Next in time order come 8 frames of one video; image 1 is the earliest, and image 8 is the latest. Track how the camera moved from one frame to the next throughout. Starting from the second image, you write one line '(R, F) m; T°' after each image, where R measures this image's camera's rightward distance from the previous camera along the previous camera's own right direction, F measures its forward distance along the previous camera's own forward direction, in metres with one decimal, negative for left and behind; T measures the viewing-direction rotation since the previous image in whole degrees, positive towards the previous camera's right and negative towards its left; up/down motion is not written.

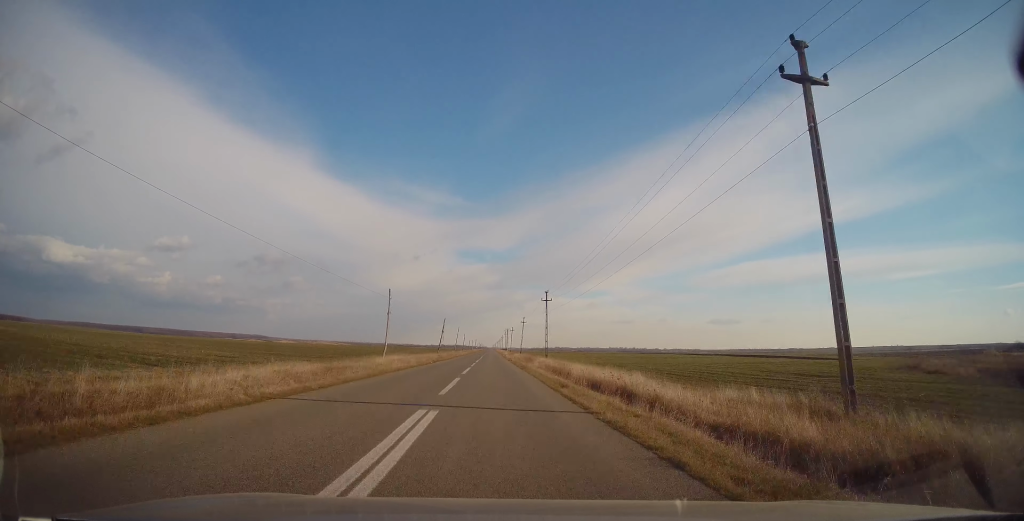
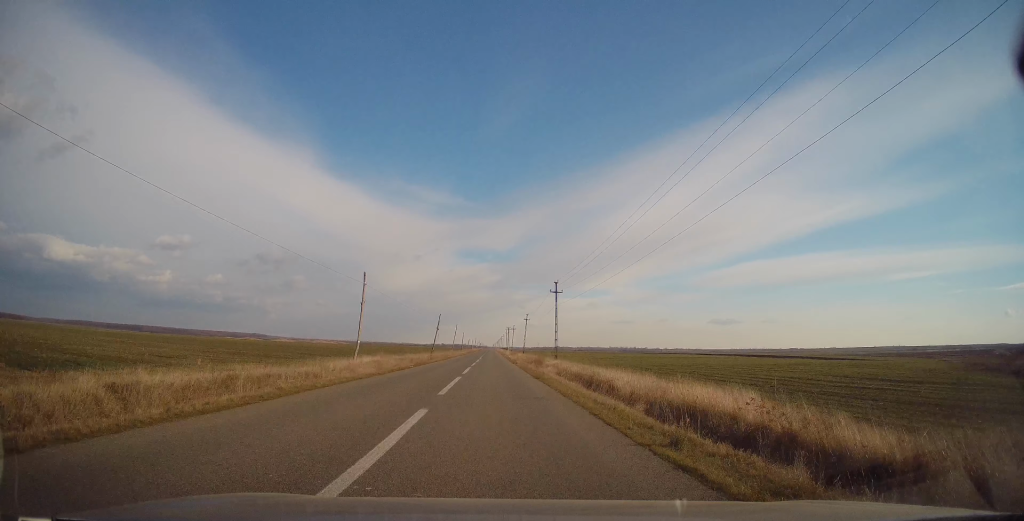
(0.0, +11.5) m; 0°
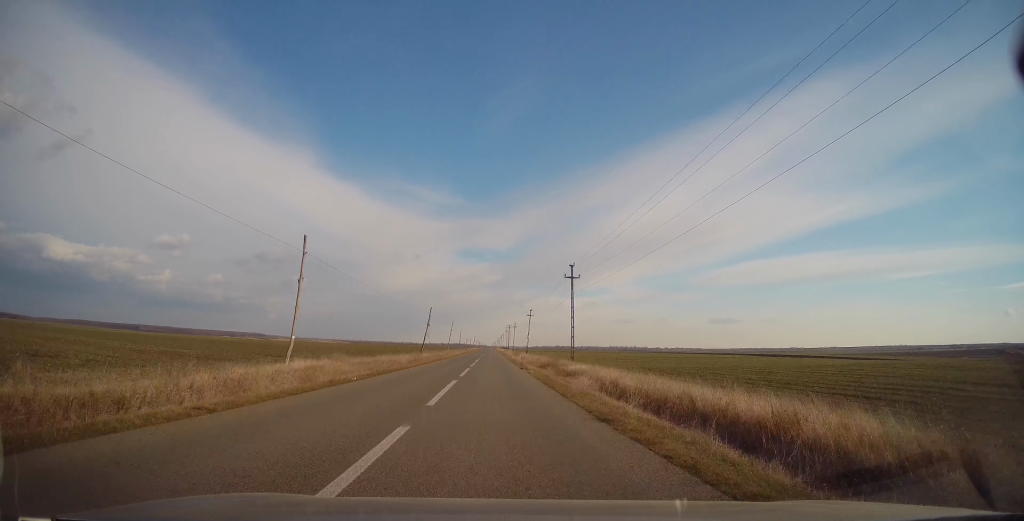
(0.0, +13.4) m; 0°
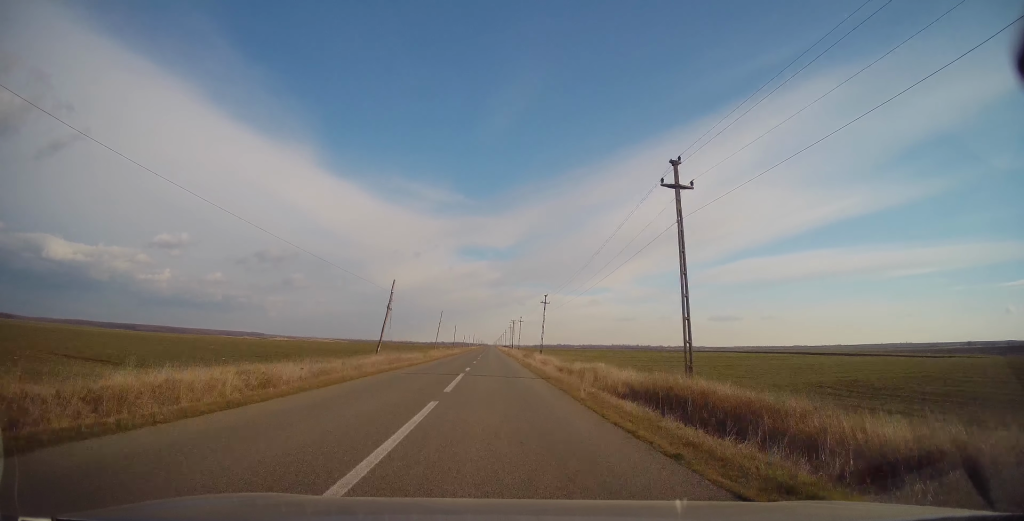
(0.0, +31.6) m; 0°
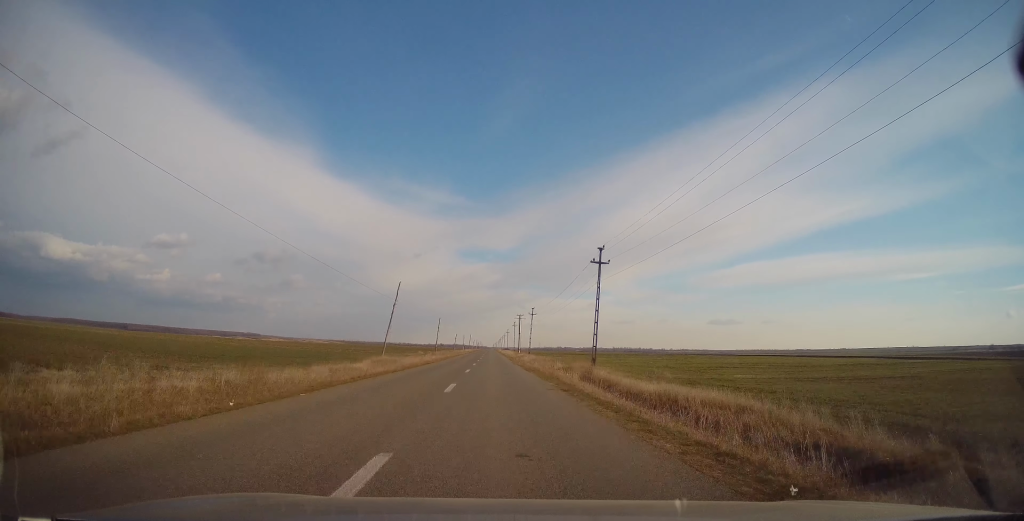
(-0.3, +45.5) m; 0°
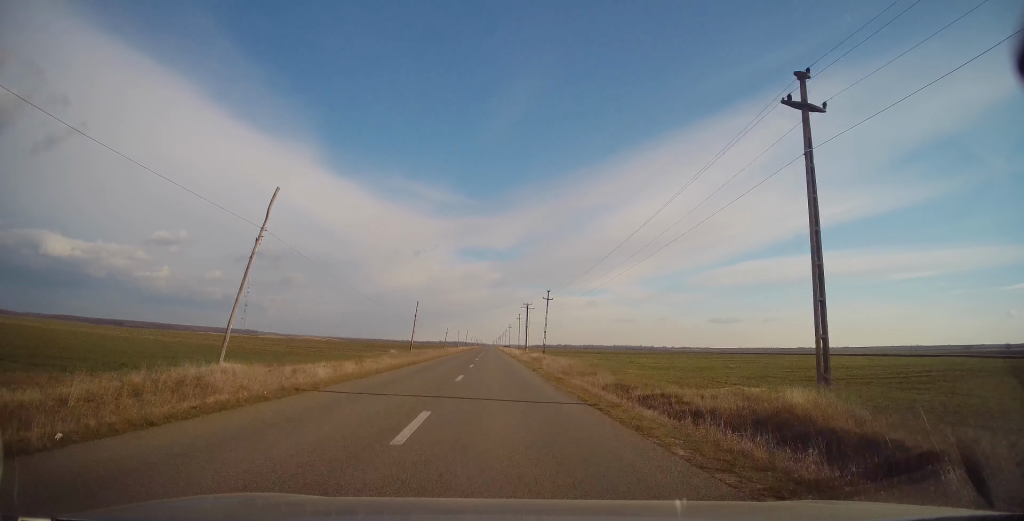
(+0.1, +30.1) m; 0°
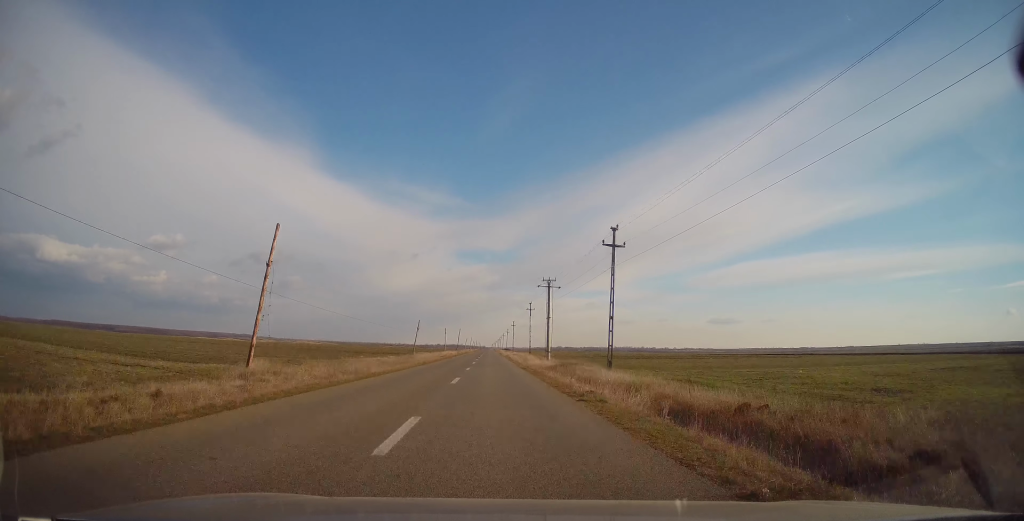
(0.0, +46.1) m; +1°
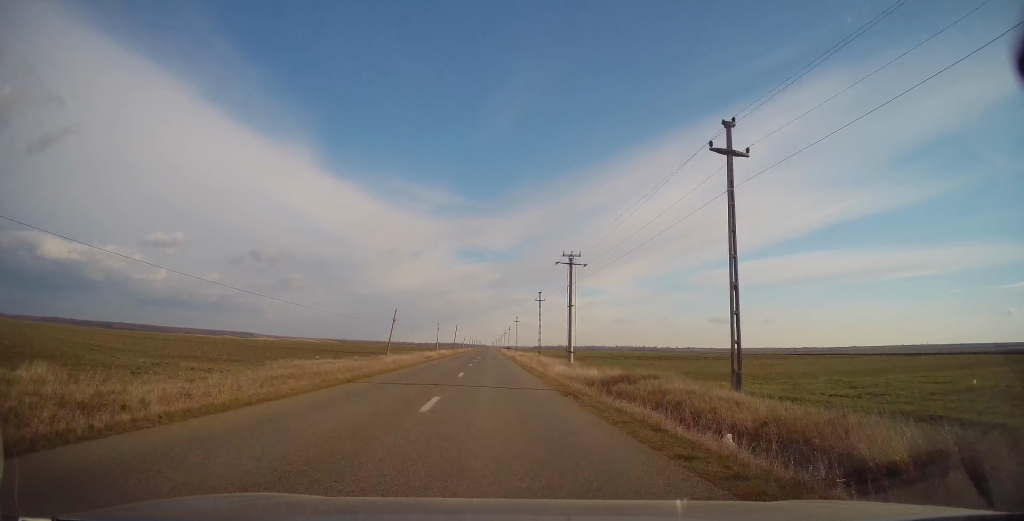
(+0.3, +19.3) m; 0°
